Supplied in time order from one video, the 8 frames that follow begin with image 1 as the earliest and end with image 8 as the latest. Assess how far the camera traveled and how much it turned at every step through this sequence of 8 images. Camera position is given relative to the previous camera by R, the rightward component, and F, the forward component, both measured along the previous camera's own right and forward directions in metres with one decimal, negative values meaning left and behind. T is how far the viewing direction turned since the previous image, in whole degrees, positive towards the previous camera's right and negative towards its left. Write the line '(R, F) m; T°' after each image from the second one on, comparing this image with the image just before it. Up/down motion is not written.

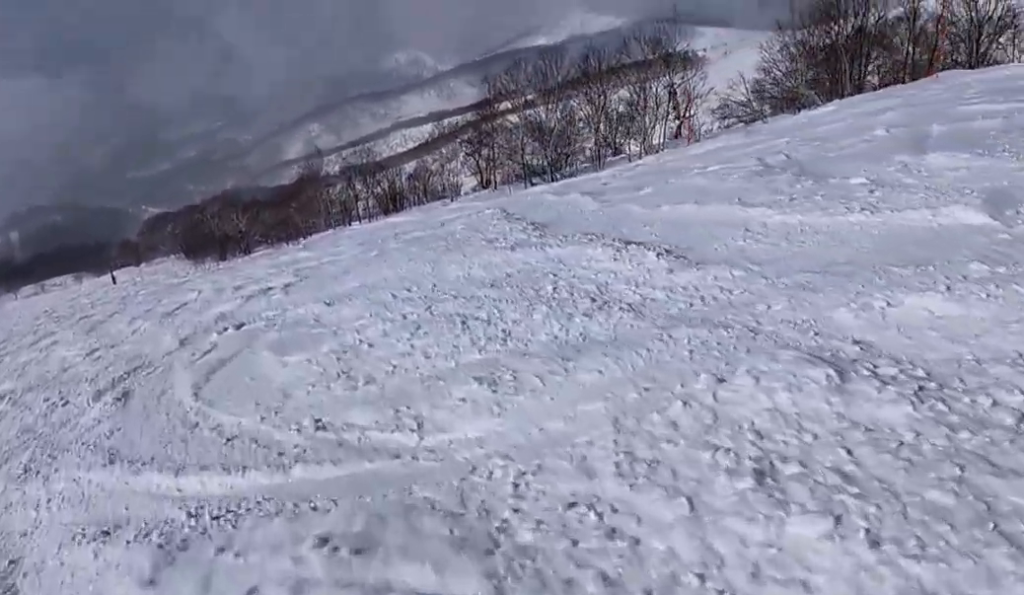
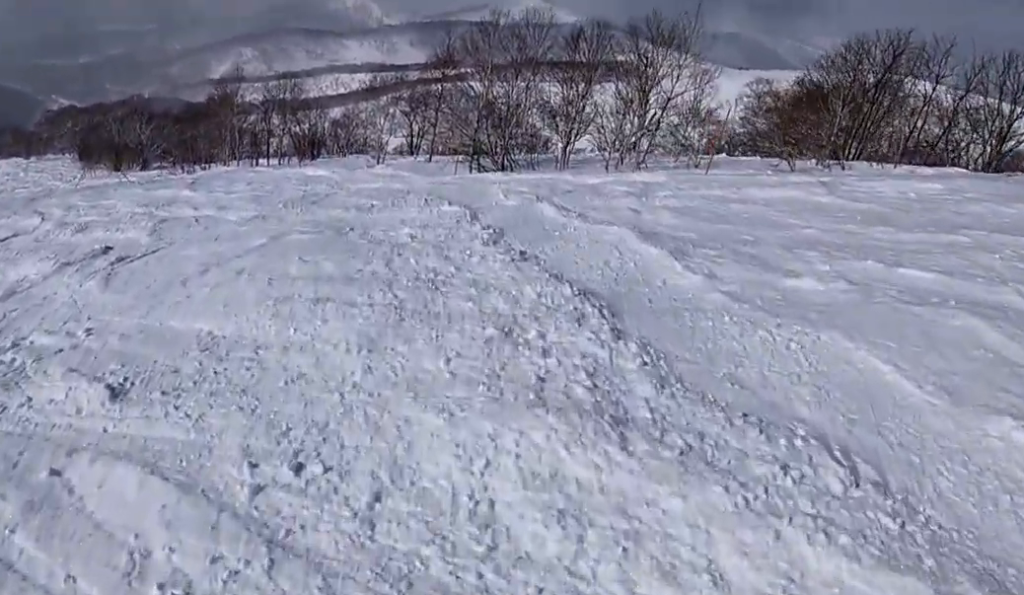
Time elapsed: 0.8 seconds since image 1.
(+0.5, +4.9) m; -7°
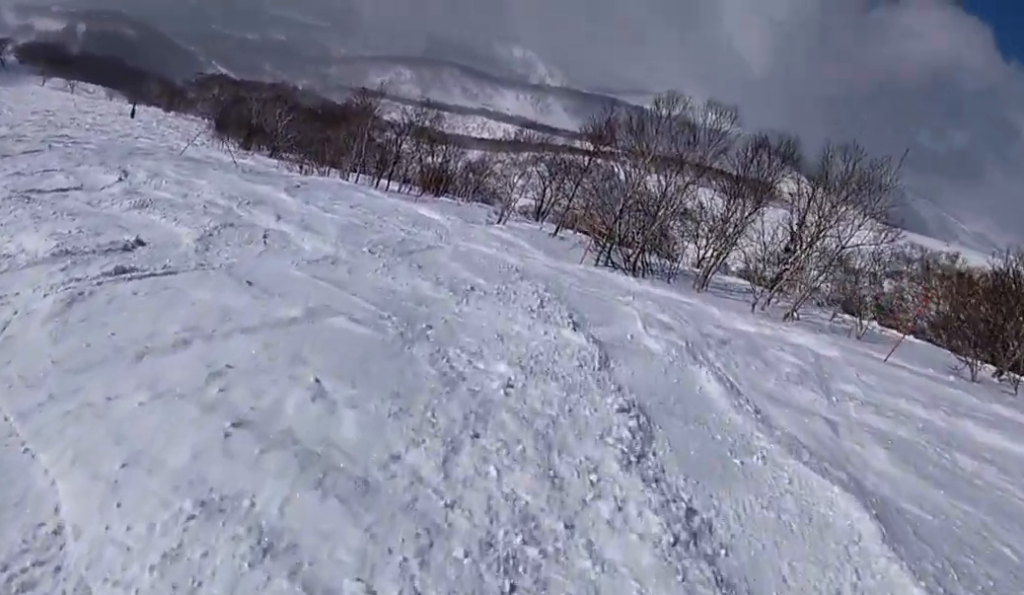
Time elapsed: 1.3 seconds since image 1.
(-0.1, +3.0) m; -15°
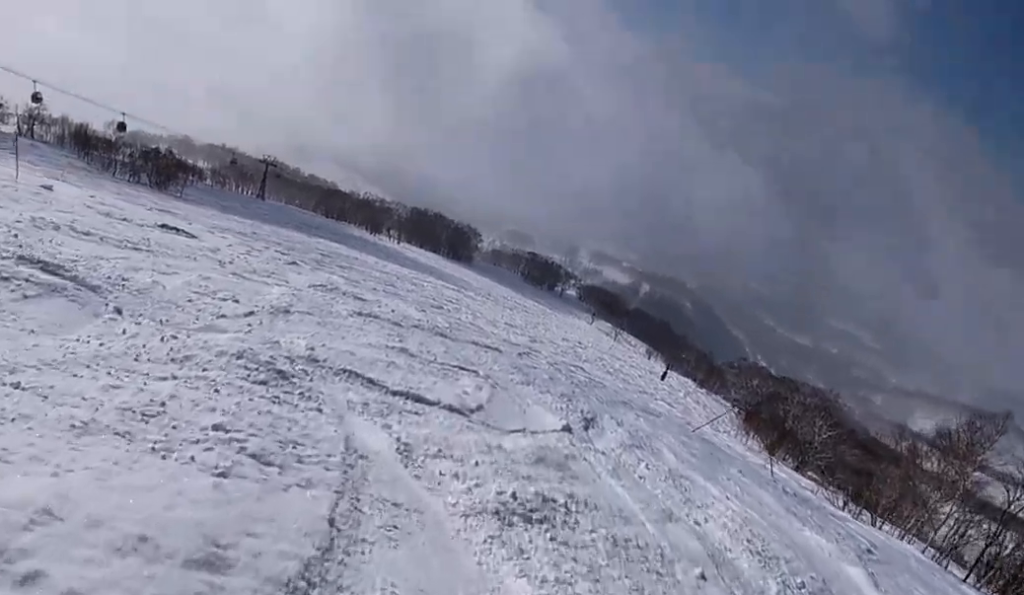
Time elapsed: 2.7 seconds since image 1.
(-3.8, +8.1) m; -44°
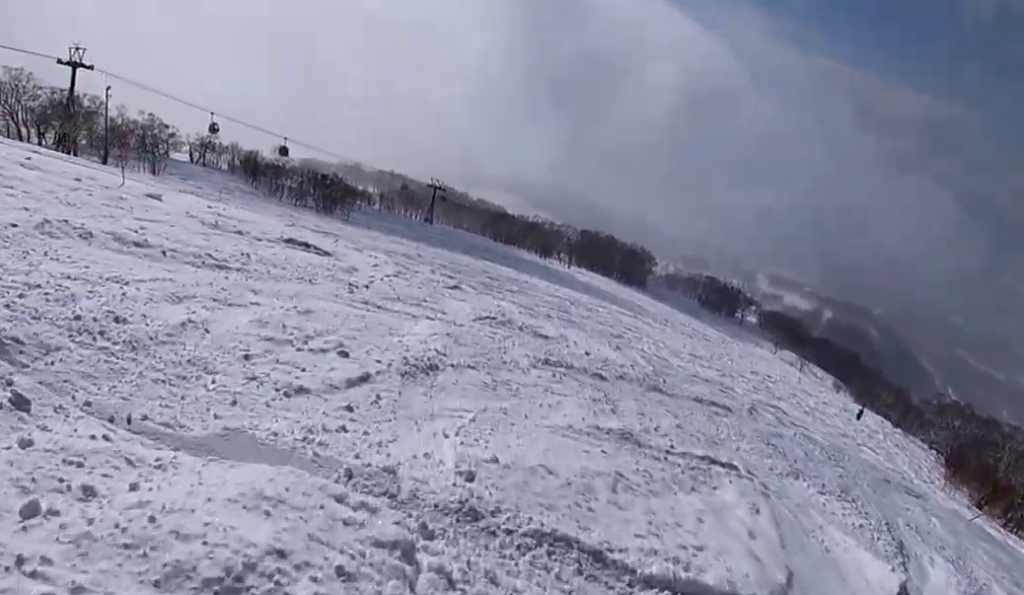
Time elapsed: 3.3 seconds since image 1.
(-0.5, +3.5) m; -11°
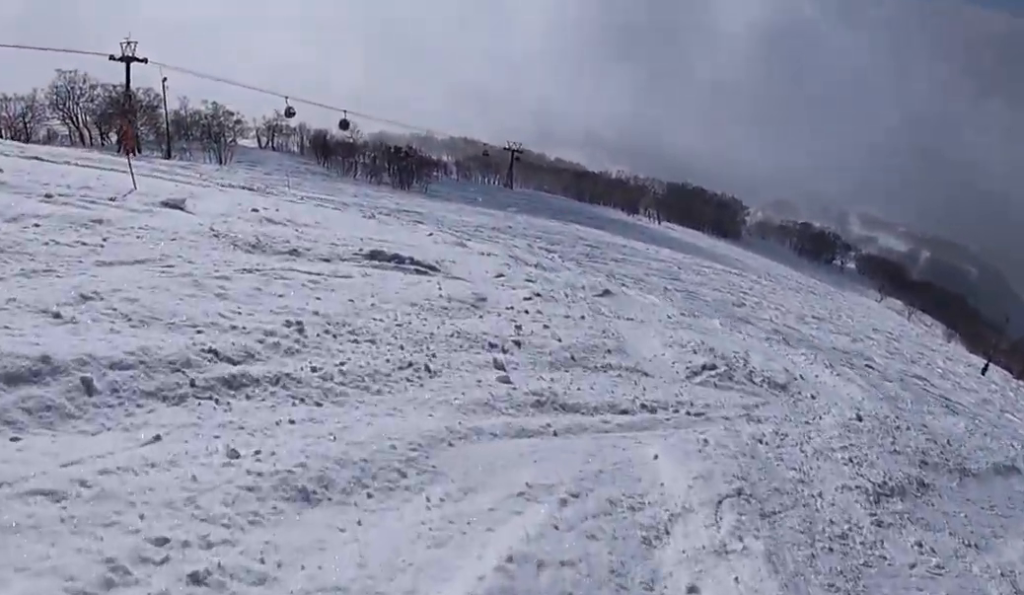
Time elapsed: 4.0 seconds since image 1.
(-0.6, +4.4) m; -13°
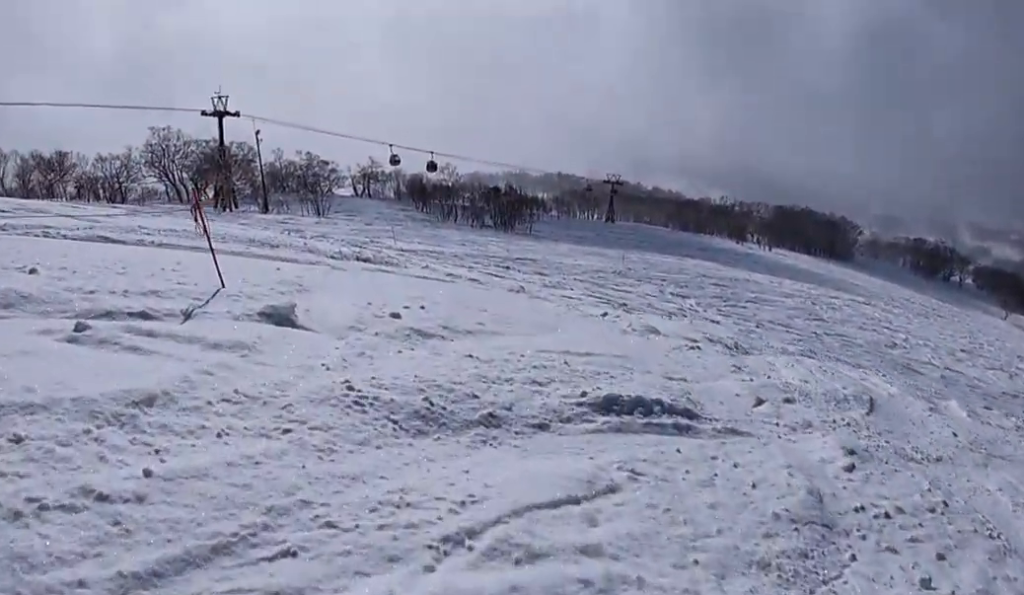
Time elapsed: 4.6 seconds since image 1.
(-0.3, +3.9) m; -10°
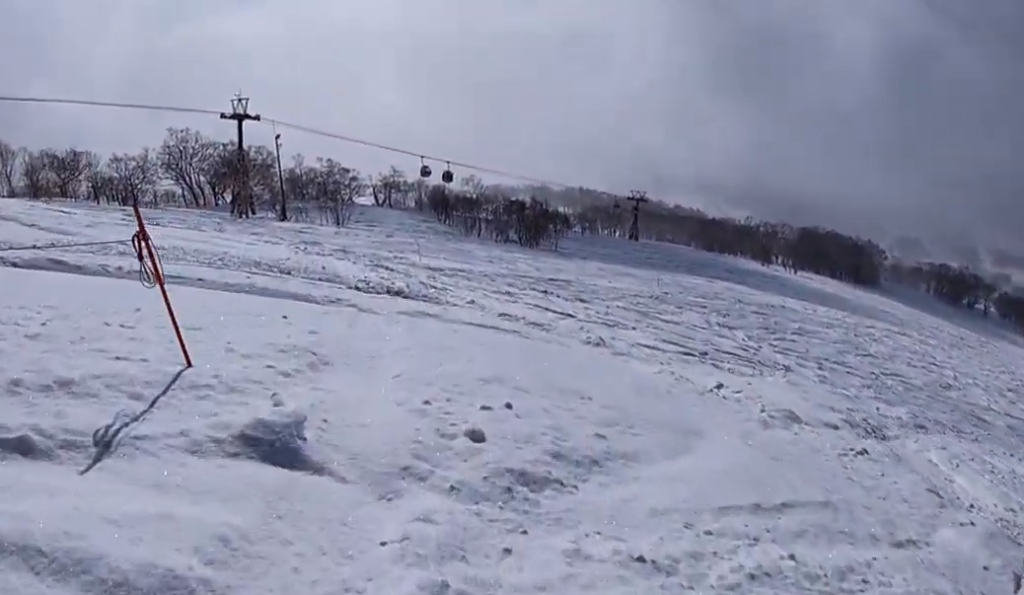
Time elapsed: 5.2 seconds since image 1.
(-0.4, +3.0) m; -4°
